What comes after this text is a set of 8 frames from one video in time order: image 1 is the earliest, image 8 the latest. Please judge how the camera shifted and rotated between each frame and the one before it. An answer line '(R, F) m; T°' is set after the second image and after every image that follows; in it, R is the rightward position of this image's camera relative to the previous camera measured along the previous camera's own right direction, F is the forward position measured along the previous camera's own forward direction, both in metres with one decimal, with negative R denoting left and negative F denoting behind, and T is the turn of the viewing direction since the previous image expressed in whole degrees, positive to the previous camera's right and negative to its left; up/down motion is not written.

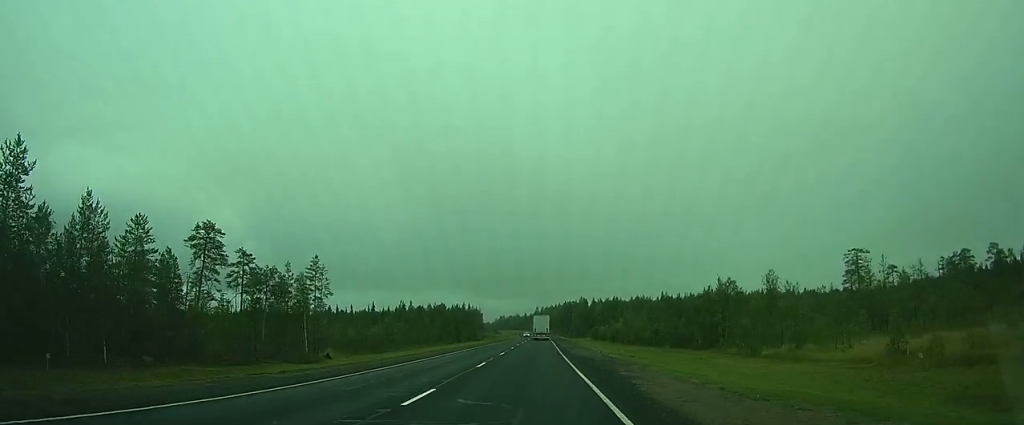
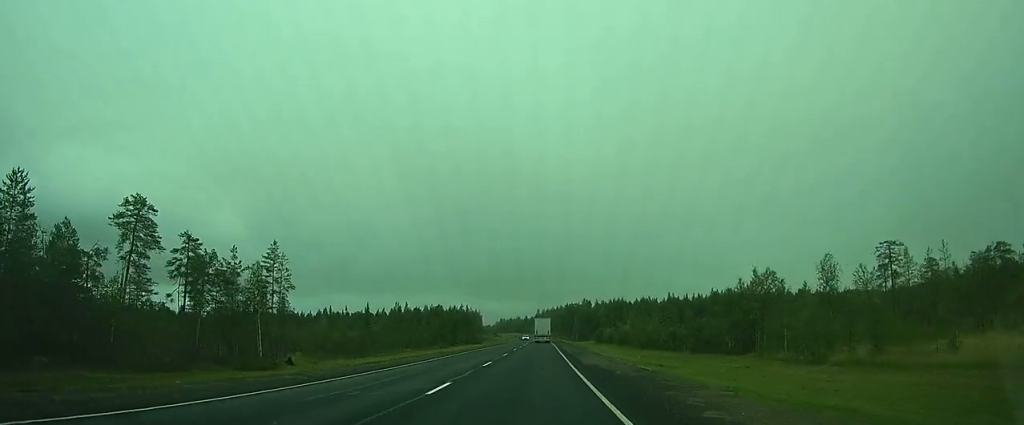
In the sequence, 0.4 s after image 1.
(0.0, +9.9) m; 0°
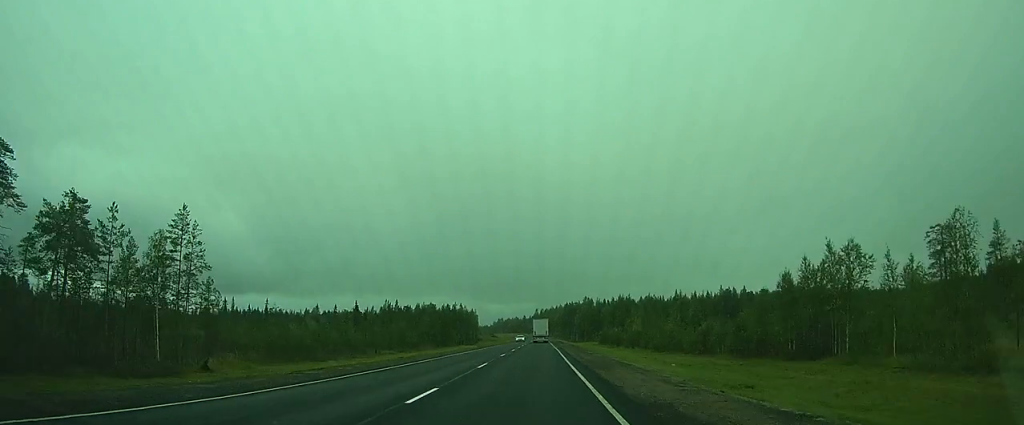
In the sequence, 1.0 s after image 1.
(-0.1, +13.8) m; 0°
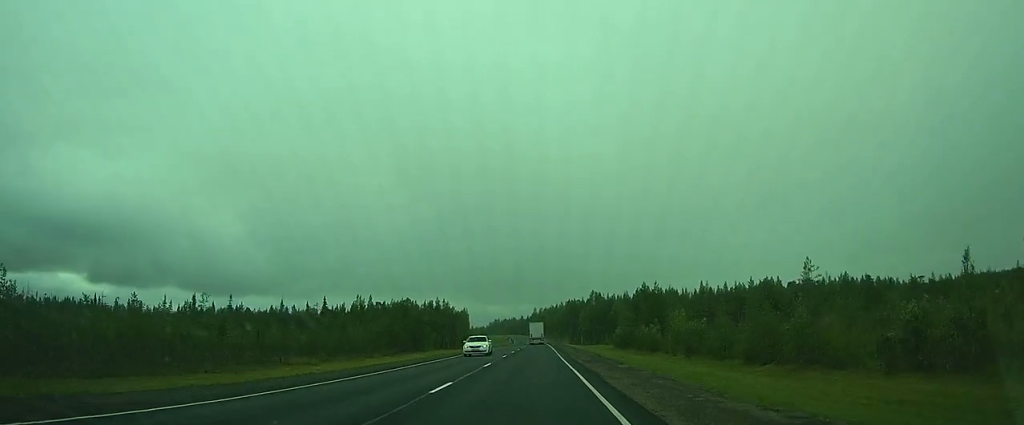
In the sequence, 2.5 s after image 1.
(-0.1, +33.9) m; 0°
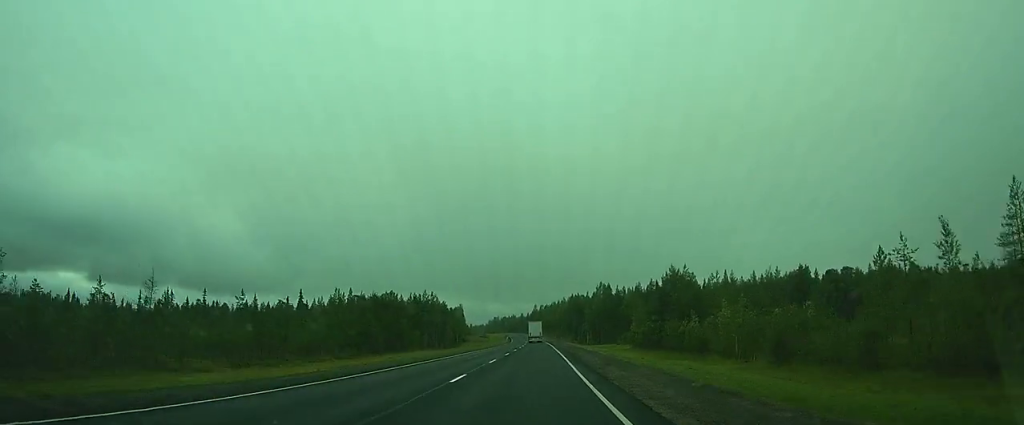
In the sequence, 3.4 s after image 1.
(0.0, +21.7) m; 0°
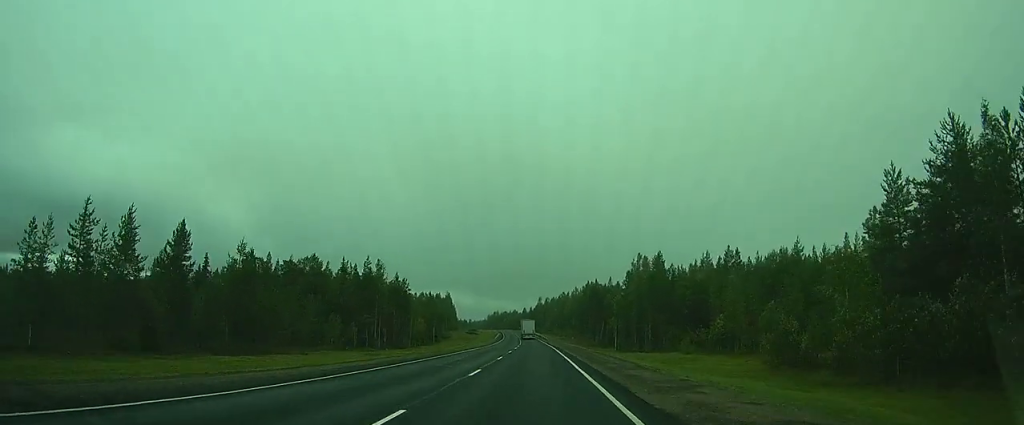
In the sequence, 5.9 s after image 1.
(+0.7, +58.5) m; +1°
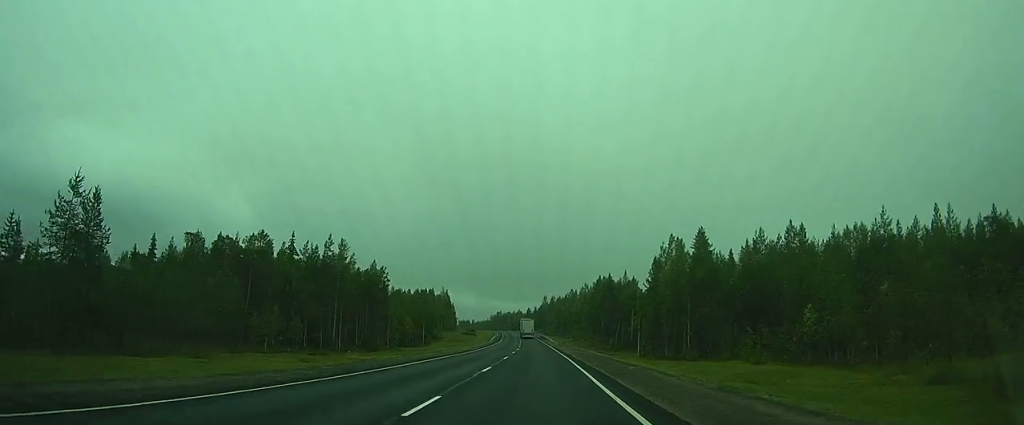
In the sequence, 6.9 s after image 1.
(0.0, +21.9) m; 0°
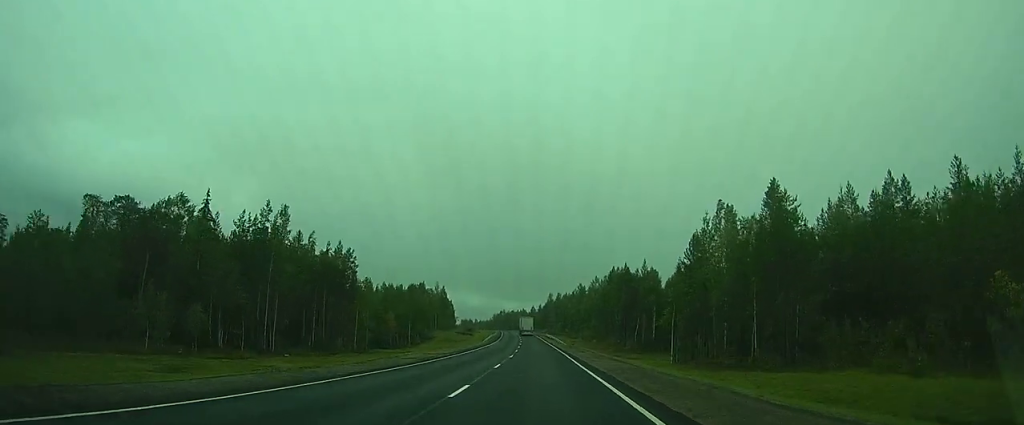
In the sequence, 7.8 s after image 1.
(-0.1, +21.2) m; 0°
